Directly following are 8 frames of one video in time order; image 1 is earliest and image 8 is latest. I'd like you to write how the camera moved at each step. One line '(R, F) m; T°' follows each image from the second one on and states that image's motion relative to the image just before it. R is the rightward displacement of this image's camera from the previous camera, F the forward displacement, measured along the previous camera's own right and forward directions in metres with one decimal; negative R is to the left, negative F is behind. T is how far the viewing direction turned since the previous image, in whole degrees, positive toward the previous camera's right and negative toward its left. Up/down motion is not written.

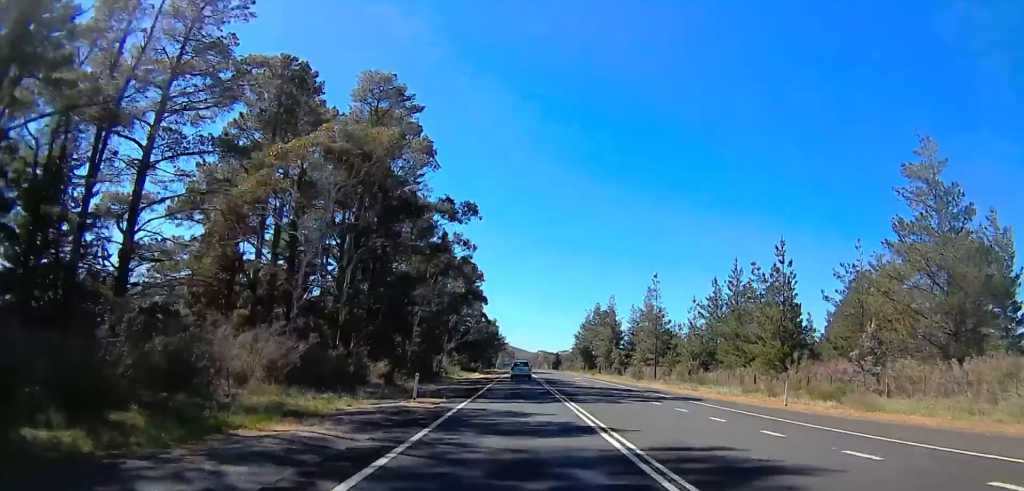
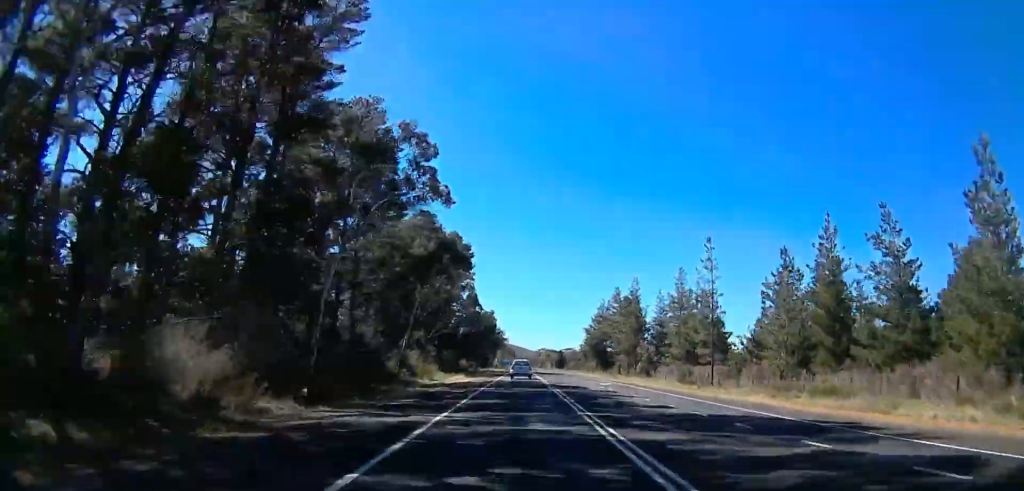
(+0.1, +25.6) m; 0°
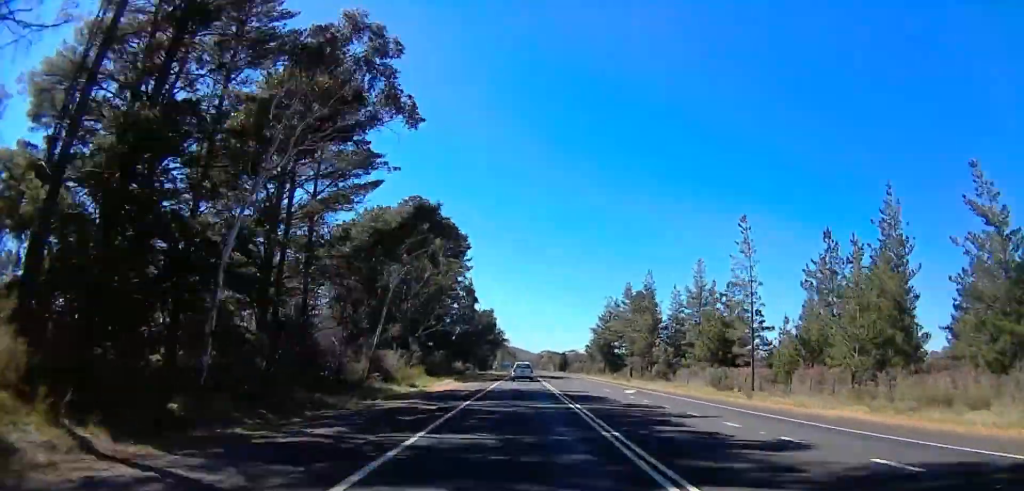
(0.0, +10.6) m; 0°
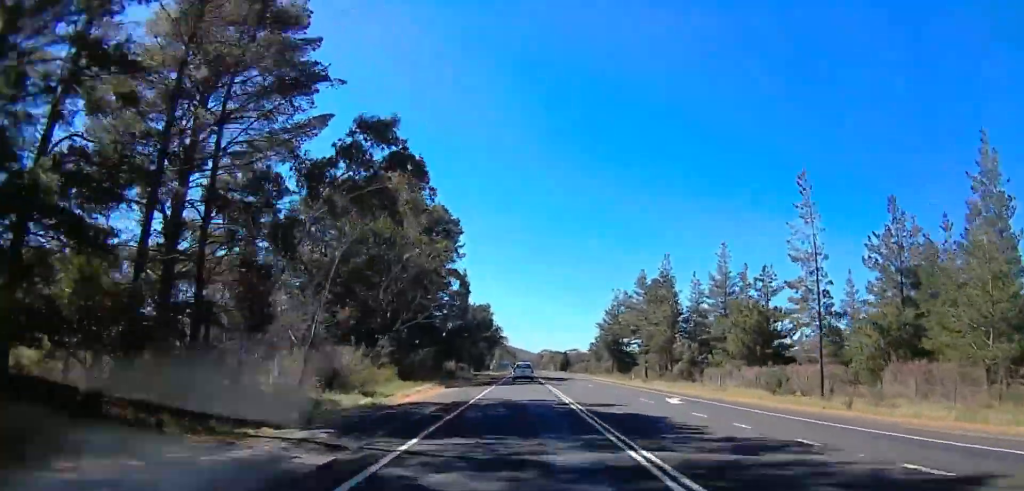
(0.0, +12.3) m; 0°
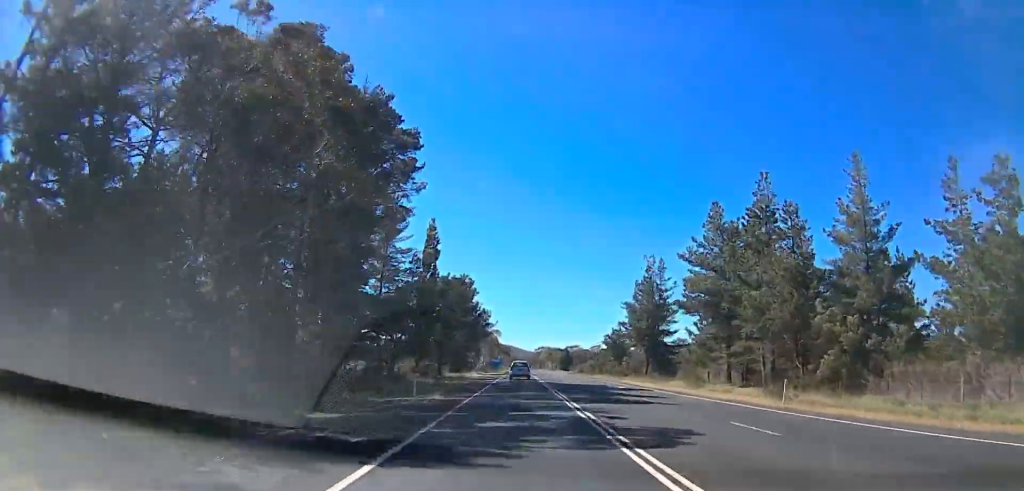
(+0.1, +37.2) m; 0°
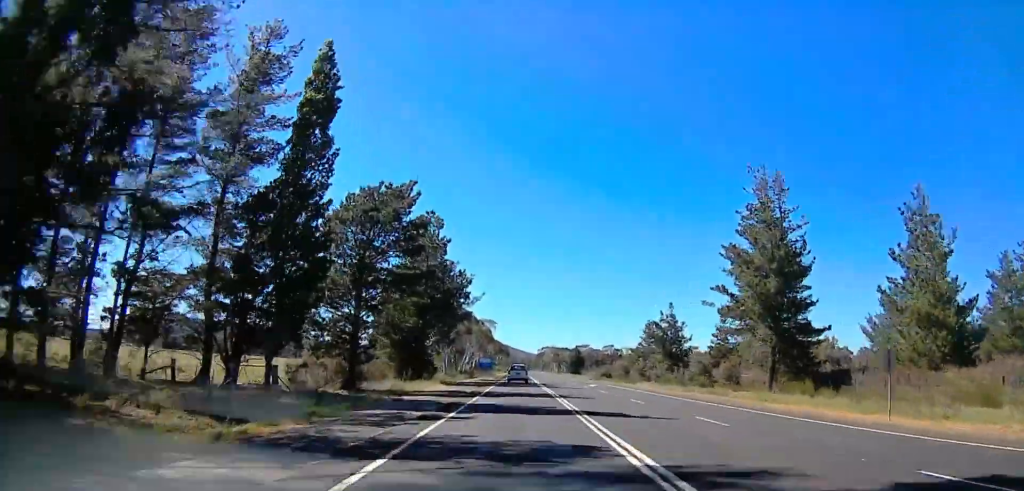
(+0.9, +42.7) m; +2°
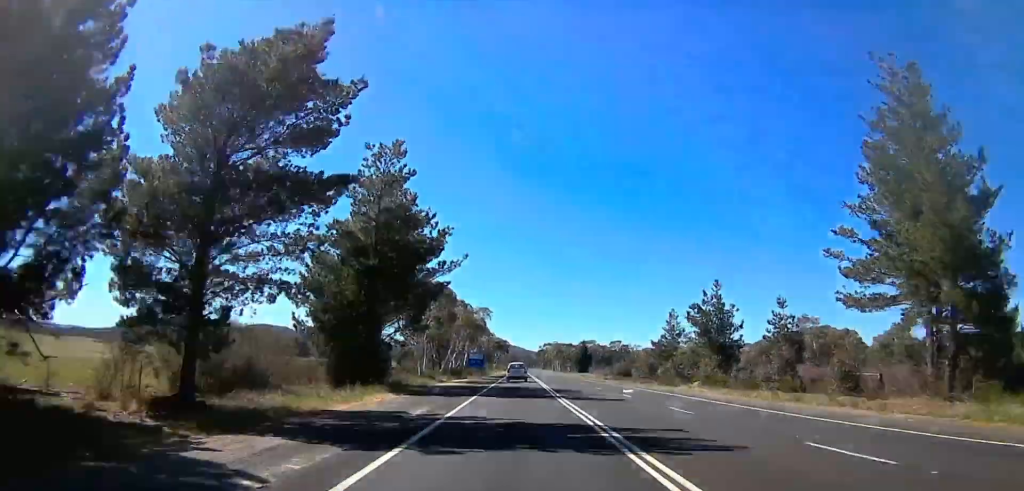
(+0.2, +19.5) m; -1°
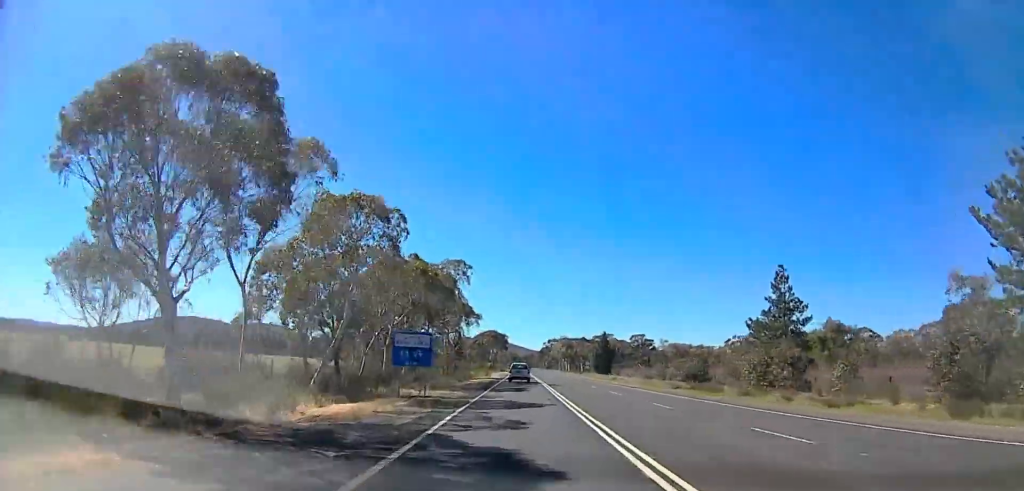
(-2.6, +43.4) m; -3°
